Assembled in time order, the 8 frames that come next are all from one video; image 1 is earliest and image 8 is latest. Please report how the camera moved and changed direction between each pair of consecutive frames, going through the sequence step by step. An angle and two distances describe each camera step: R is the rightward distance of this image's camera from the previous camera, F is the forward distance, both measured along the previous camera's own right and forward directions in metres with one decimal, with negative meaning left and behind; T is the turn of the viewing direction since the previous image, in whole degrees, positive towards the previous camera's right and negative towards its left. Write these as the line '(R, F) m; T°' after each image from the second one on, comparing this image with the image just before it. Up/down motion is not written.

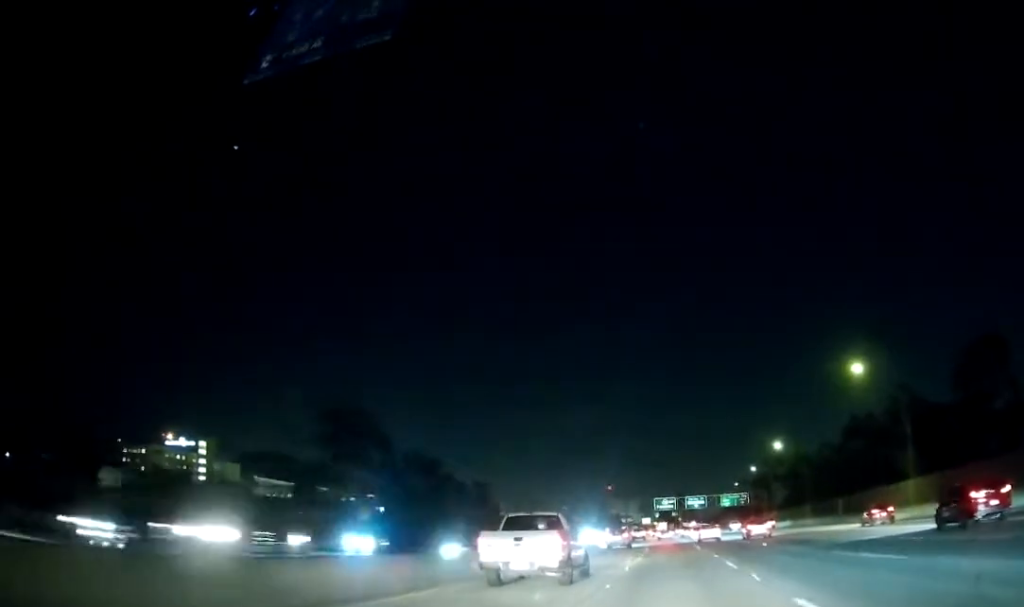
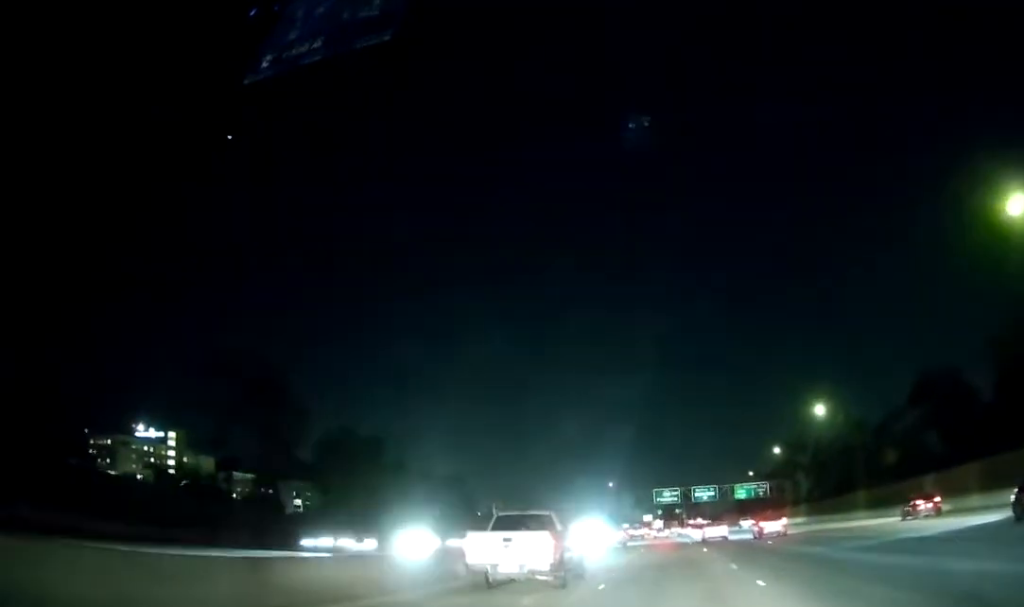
(+0.2, +32.6) m; +1°
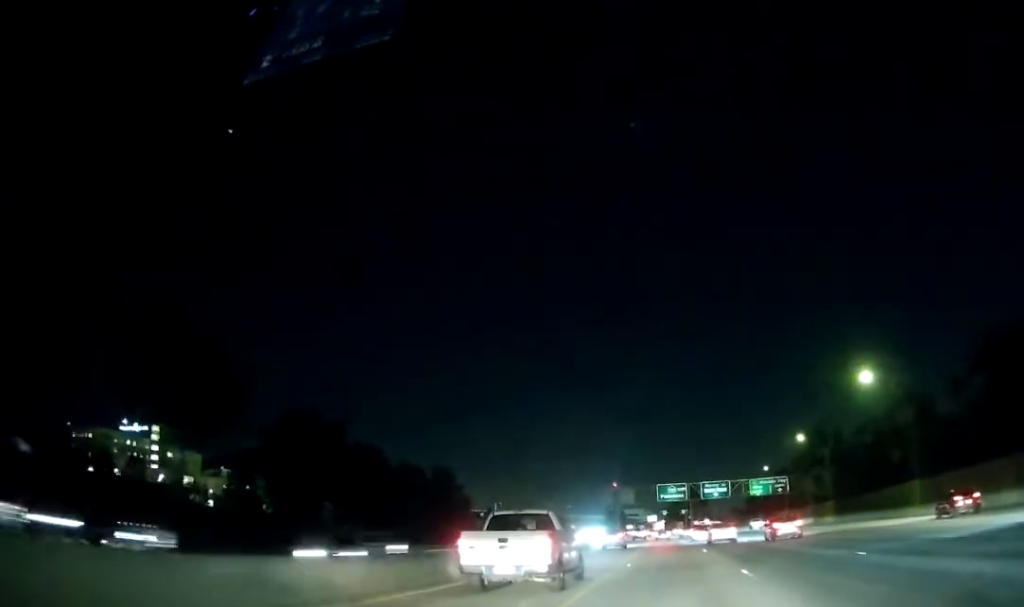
(+0.1, +19.3) m; 0°
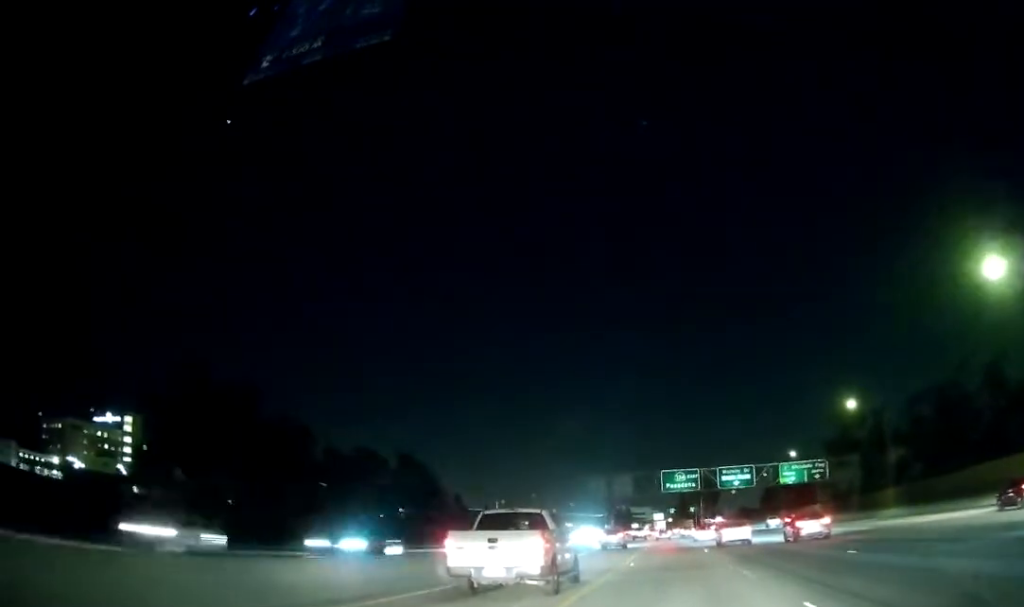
(-0.1, +28.4) m; 0°
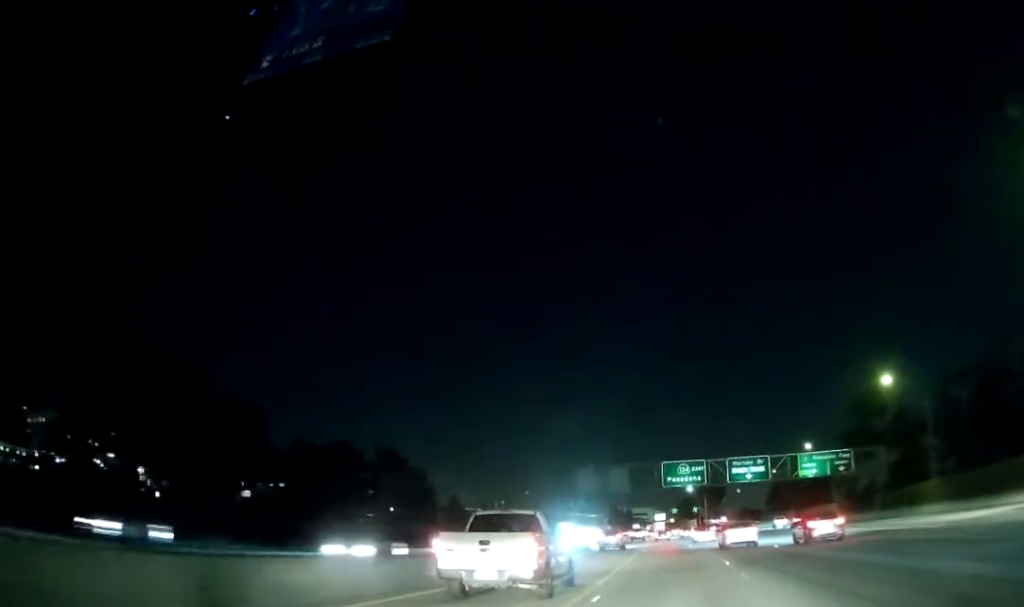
(0.0, +13.1) m; 0°
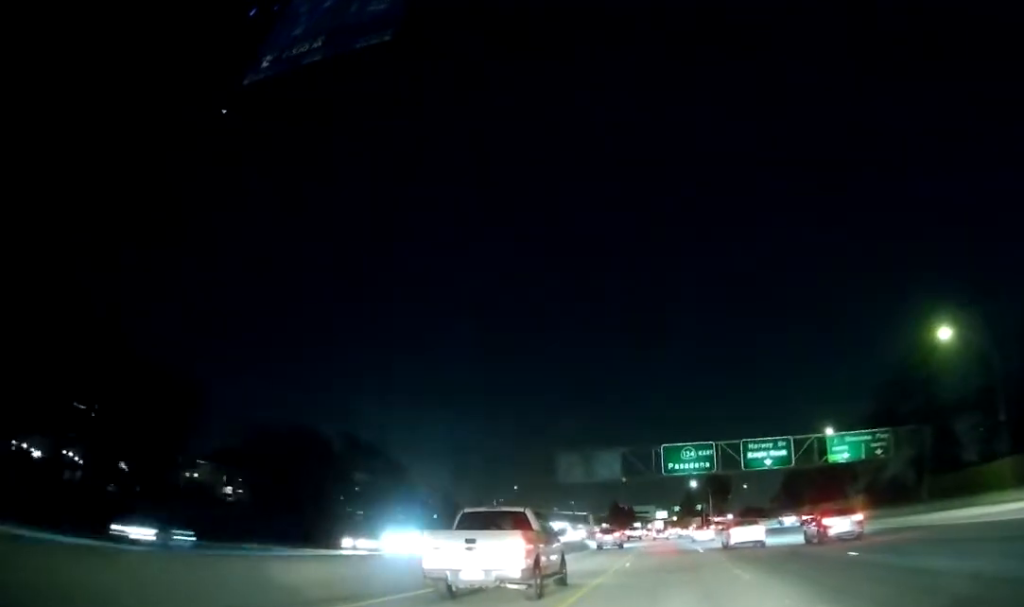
(0.0, +15.3) m; 0°
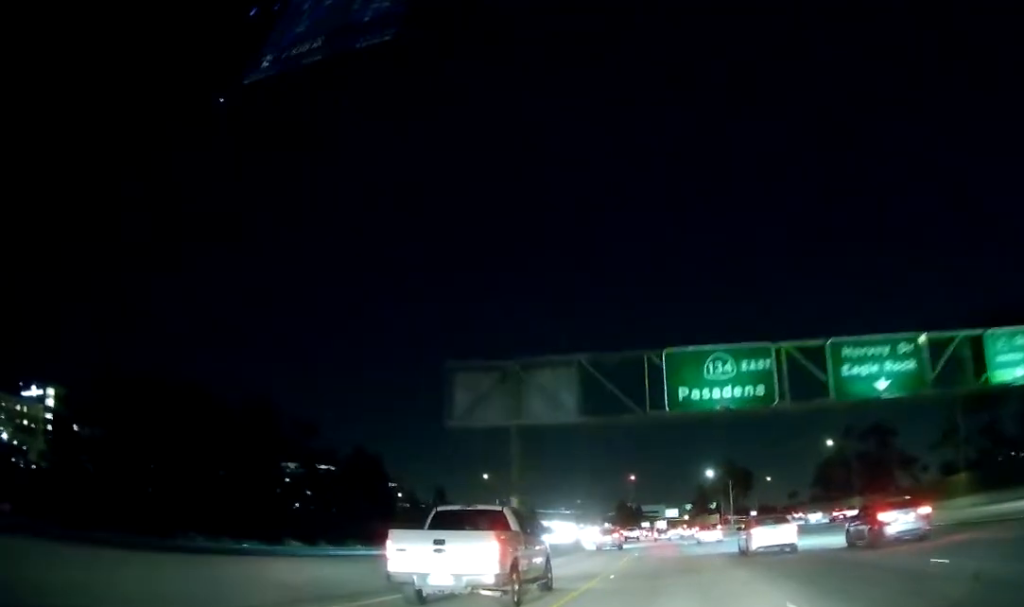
(-0.4, +37.8) m; -1°
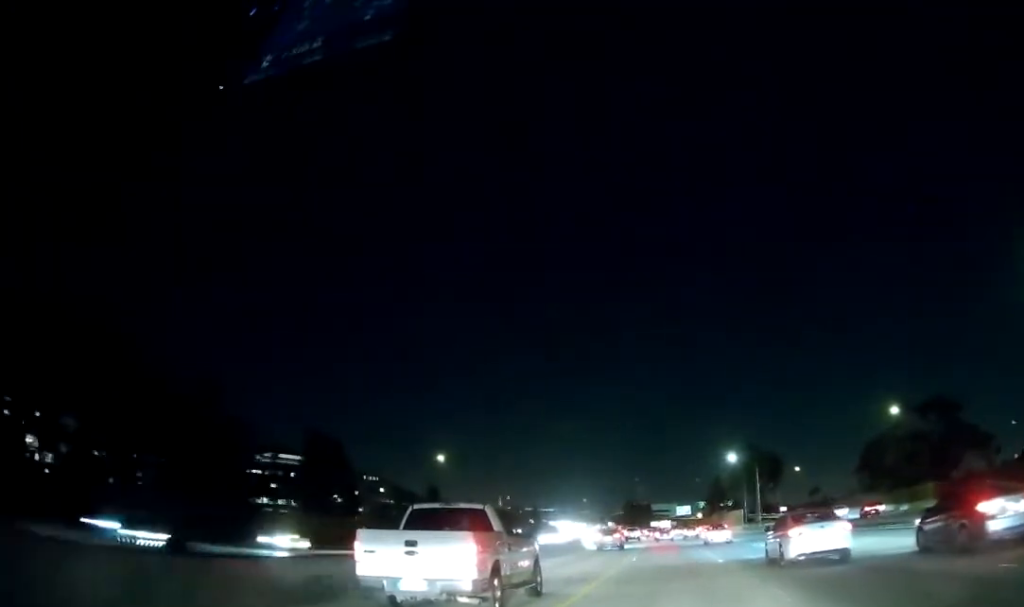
(-0.3, +31.8) m; -1°
